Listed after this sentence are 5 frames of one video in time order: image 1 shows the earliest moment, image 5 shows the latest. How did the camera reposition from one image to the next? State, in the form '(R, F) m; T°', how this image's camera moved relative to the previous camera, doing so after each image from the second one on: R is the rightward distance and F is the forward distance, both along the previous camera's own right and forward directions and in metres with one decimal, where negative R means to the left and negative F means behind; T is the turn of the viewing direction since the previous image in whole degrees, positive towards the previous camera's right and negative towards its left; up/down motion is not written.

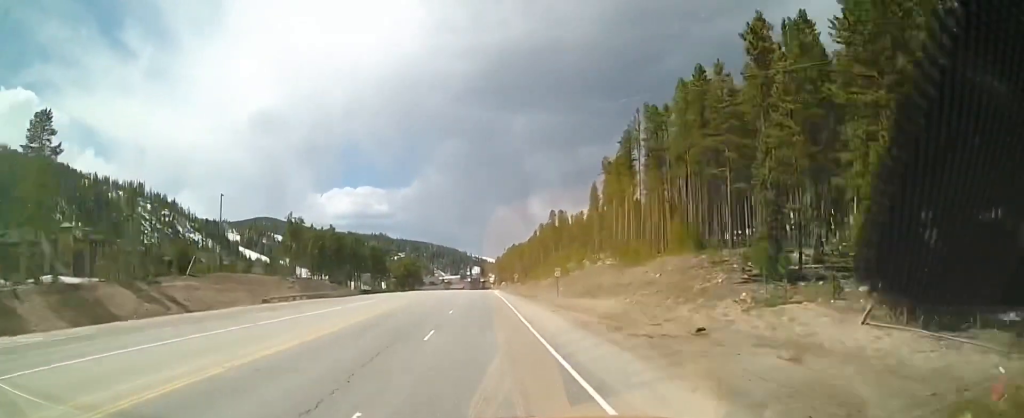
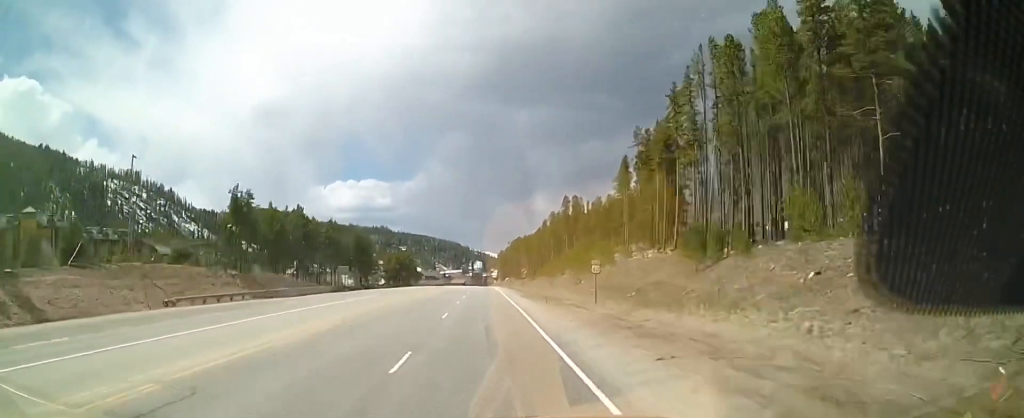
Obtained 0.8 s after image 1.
(+0.2, +18.8) m; 0°
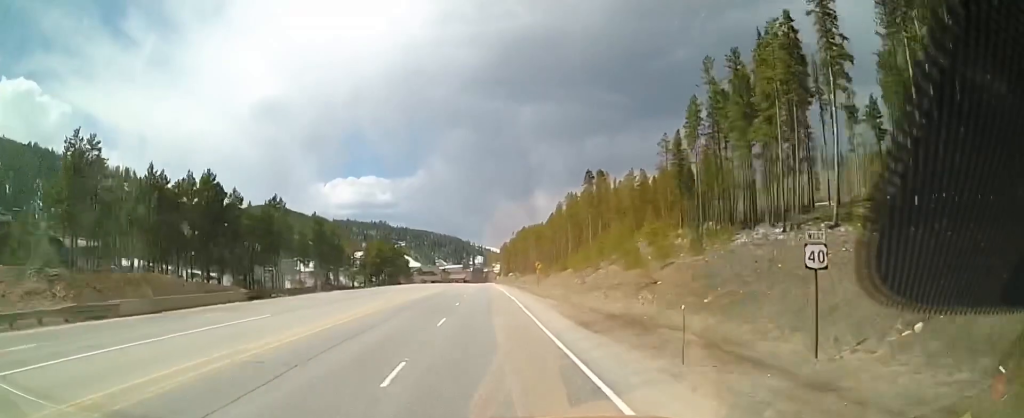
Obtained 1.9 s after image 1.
(-0.2, +26.6) m; 0°
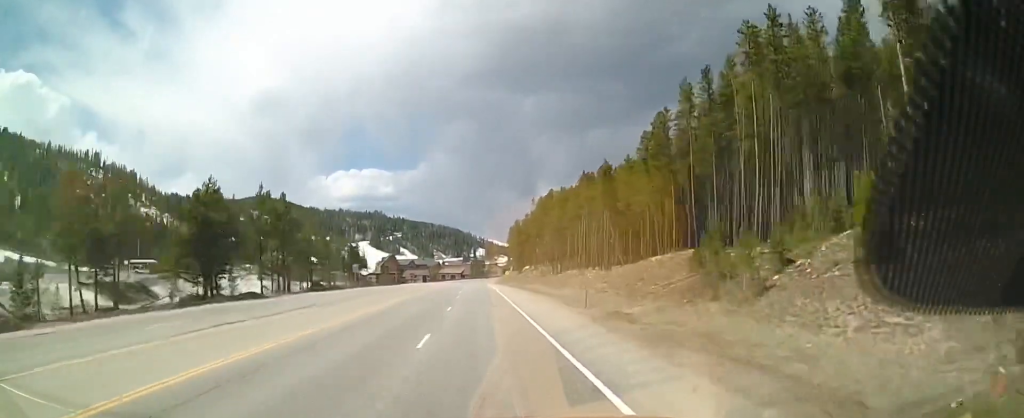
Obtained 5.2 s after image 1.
(-0.5, +77.2) m; -2°
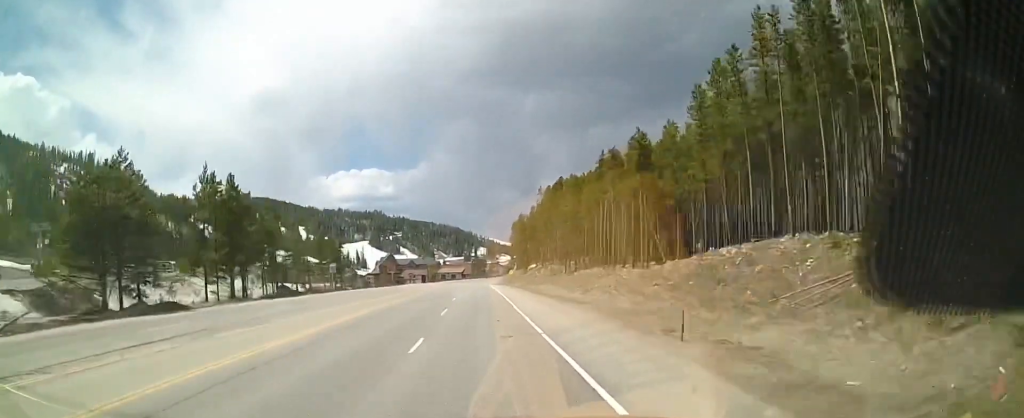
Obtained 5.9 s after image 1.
(-0.1, +14.6) m; 0°
